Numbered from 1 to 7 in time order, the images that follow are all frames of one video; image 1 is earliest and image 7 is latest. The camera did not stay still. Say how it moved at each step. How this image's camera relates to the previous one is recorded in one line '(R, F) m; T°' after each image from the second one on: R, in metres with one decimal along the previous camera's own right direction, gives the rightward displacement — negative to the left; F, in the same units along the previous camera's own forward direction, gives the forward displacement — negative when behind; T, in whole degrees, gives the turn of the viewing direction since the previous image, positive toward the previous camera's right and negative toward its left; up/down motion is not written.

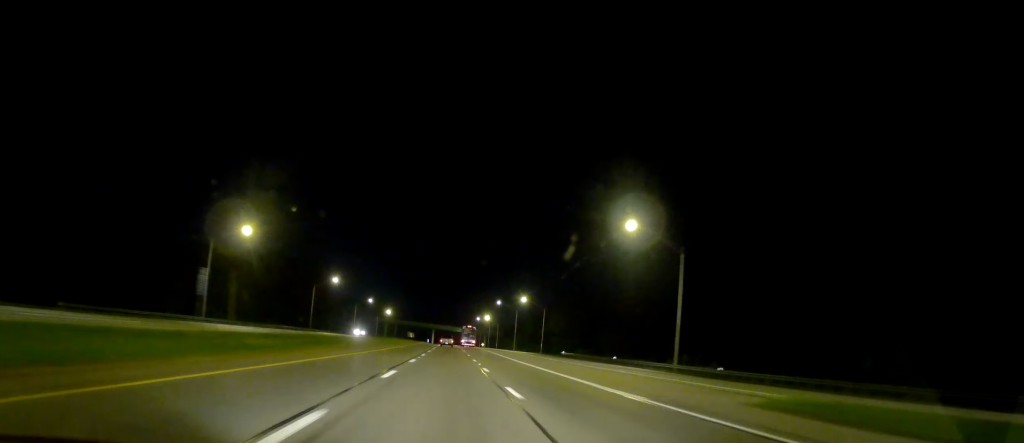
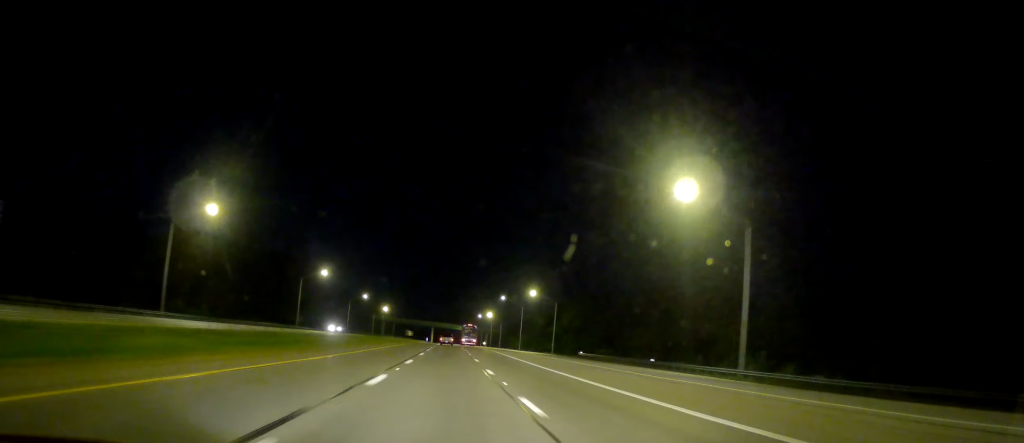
(0.0, +15.1) m; 0°
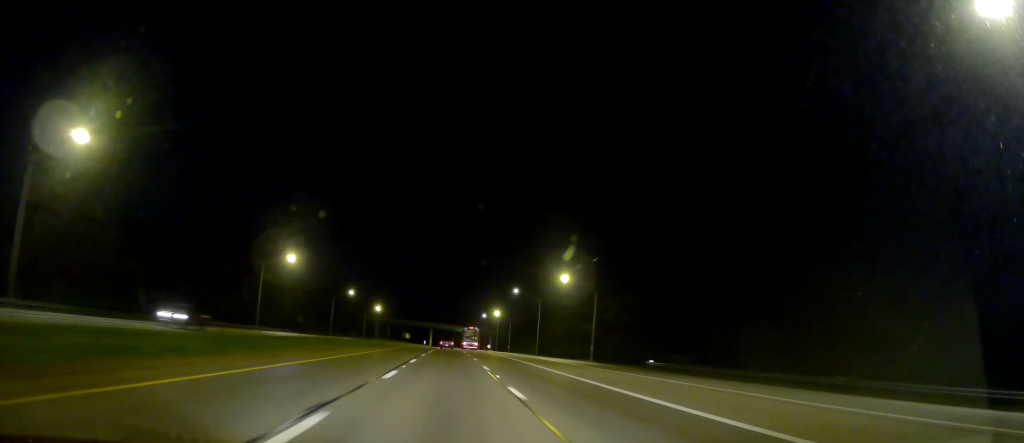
(-0.2, +34.7) m; +1°
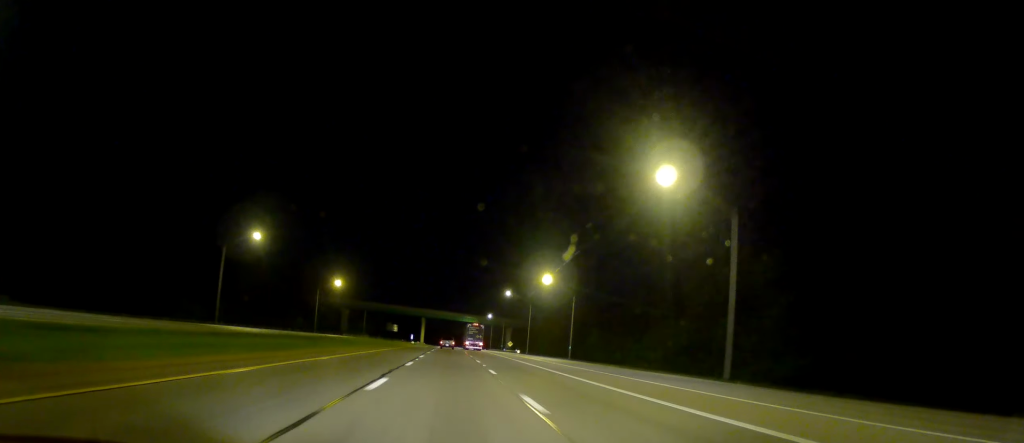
(-1.2, +100.6) m; -1°
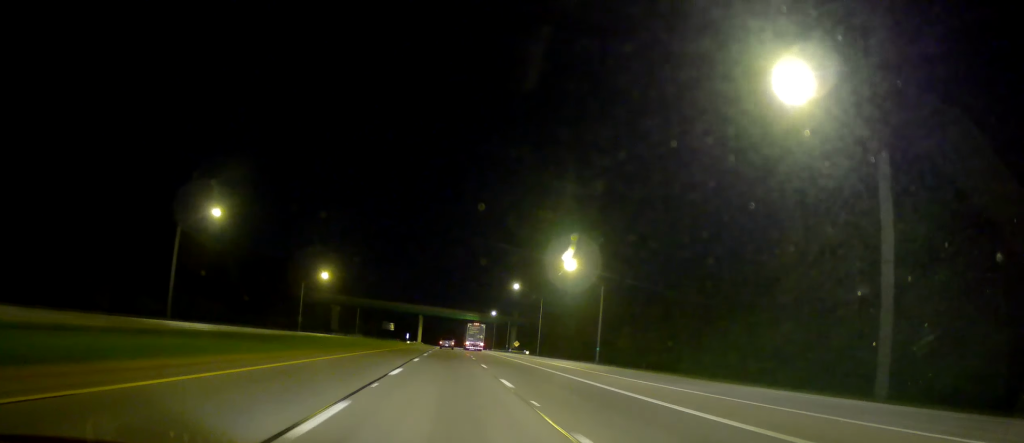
(+0.5, +18.6) m; 0°
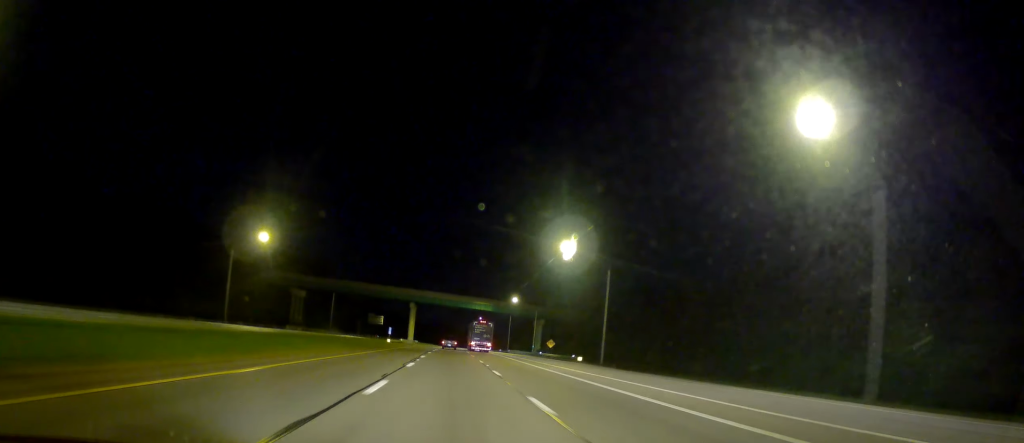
(-0.4, +54.8) m; -1°
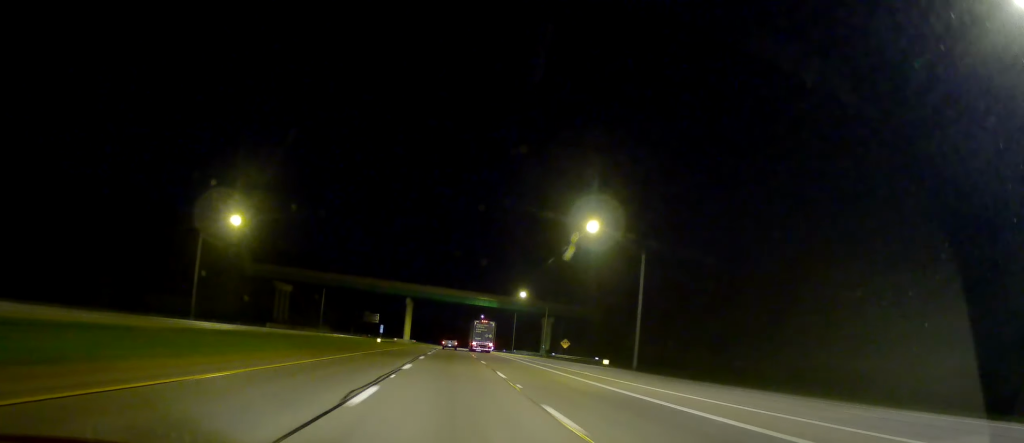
(-0.1, +14.2) m; 0°
